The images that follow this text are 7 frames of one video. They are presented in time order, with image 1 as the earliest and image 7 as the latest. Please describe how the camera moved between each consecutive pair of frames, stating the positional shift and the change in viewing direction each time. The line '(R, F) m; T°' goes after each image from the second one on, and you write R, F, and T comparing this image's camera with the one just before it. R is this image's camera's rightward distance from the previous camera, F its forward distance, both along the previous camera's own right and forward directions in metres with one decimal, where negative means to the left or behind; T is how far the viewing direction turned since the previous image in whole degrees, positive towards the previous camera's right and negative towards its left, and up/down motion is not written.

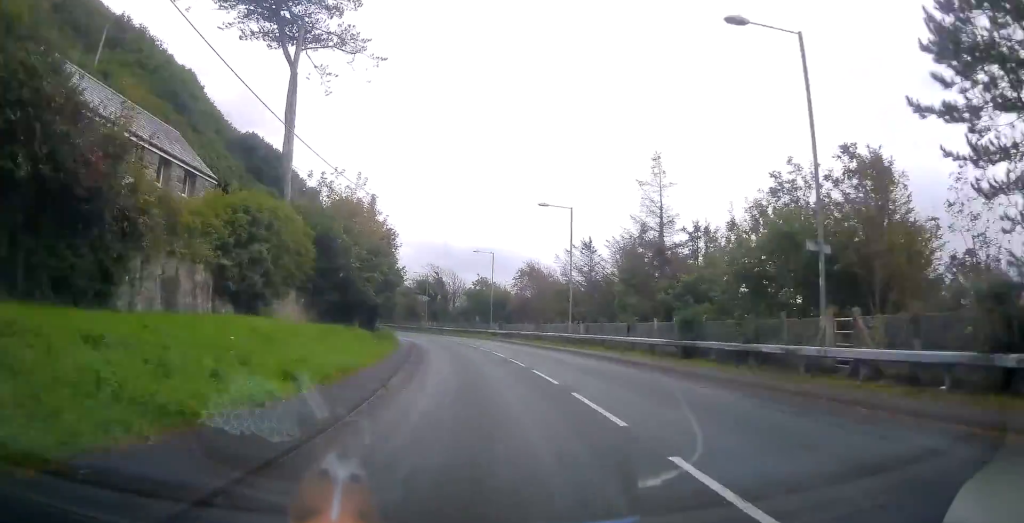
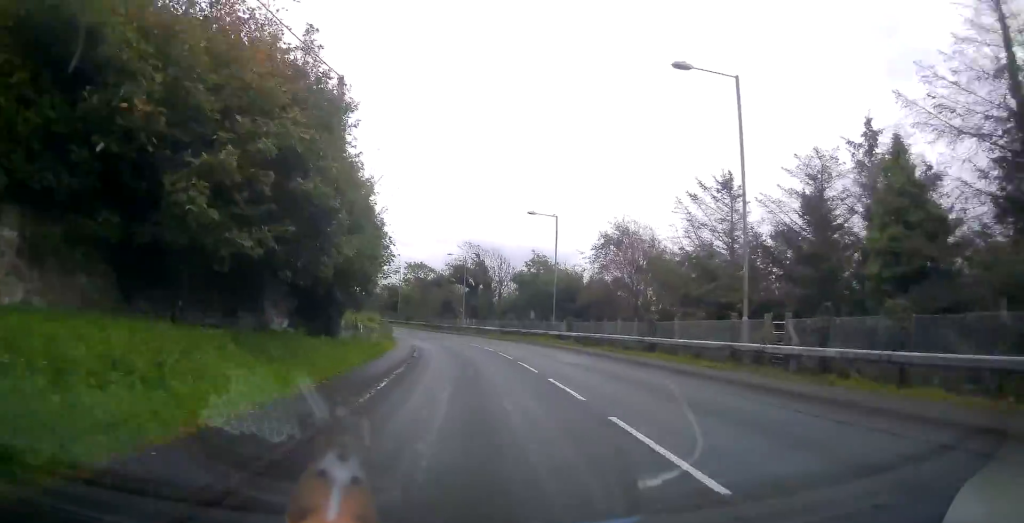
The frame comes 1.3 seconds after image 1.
(-0.6, +20.8) m; -4°
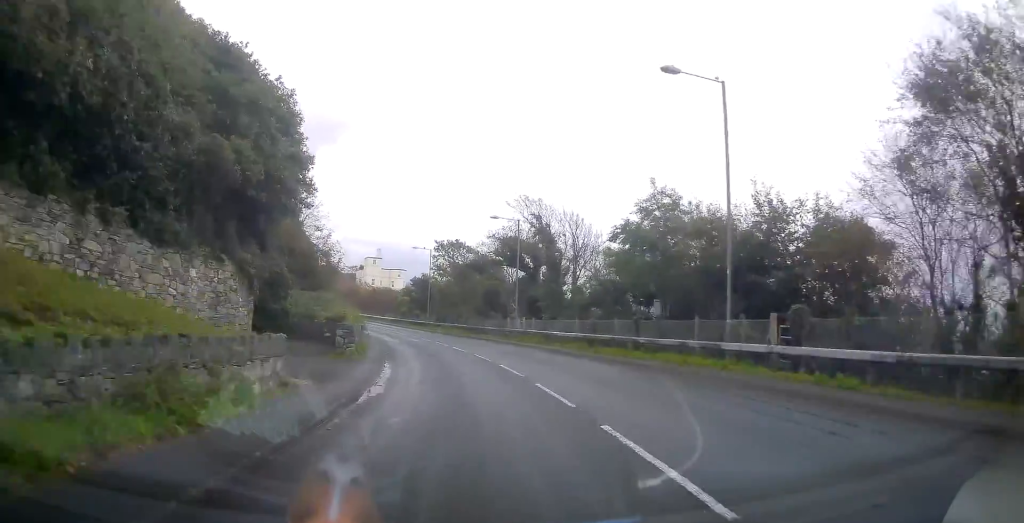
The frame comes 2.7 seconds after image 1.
(-1.4, +23.9) m; -6°
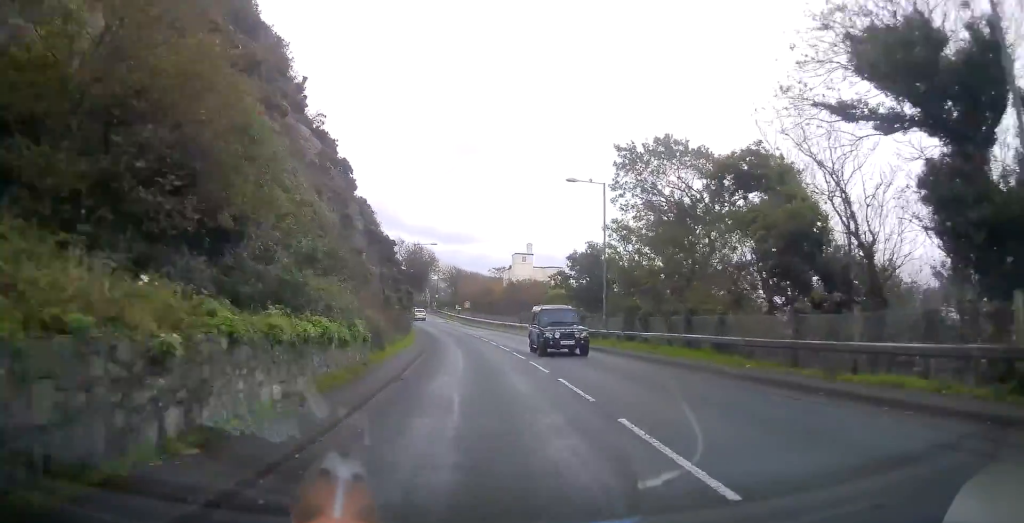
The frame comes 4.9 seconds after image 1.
(-3.3, +34.1) m; -11°
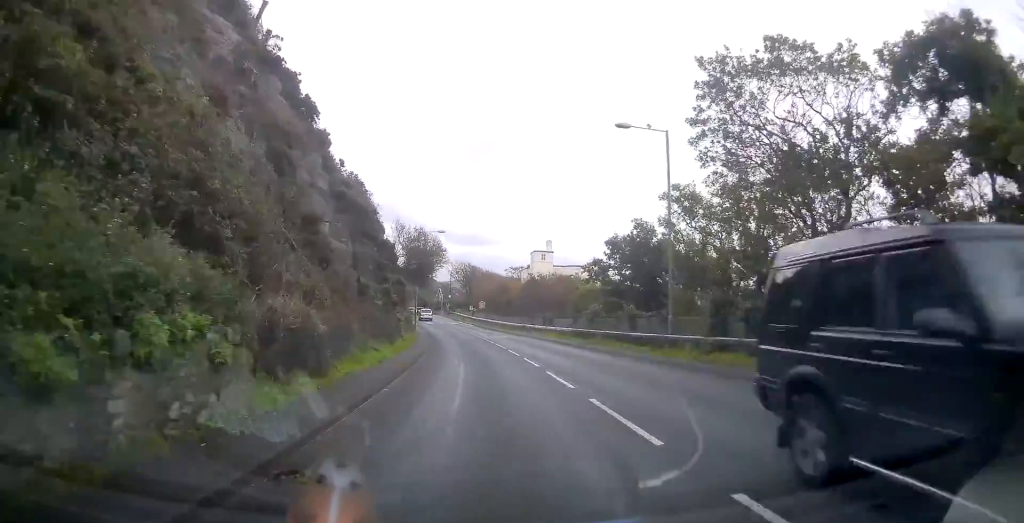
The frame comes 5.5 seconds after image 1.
(-0.3, +9.5) m; -2°
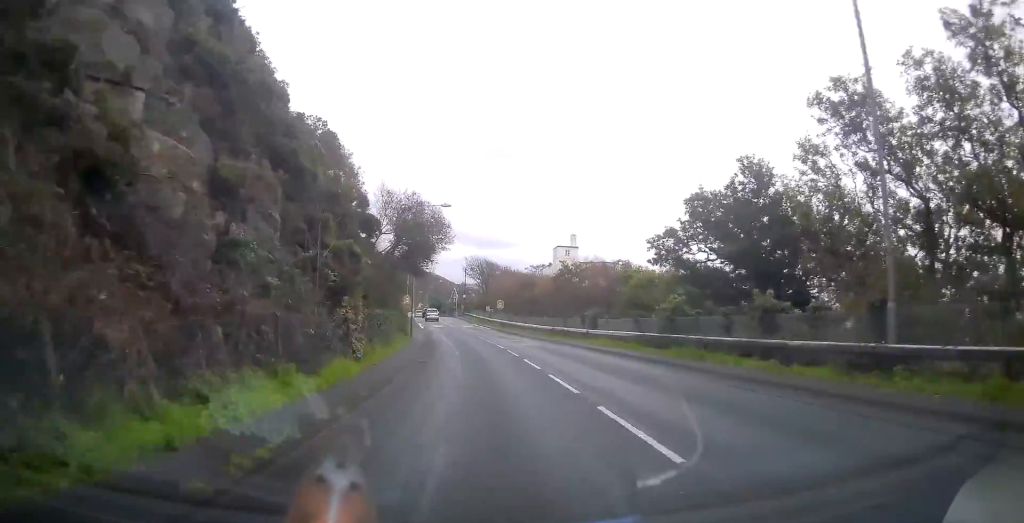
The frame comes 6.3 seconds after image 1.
(-0.2, +12.5) m; -2°
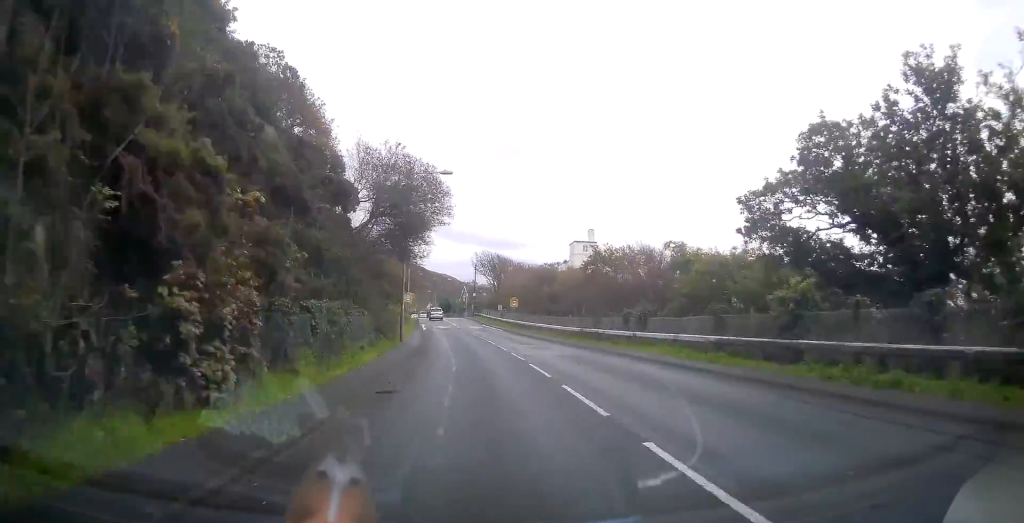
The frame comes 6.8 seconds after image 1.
(-0.2, +8.8) m; -2°
